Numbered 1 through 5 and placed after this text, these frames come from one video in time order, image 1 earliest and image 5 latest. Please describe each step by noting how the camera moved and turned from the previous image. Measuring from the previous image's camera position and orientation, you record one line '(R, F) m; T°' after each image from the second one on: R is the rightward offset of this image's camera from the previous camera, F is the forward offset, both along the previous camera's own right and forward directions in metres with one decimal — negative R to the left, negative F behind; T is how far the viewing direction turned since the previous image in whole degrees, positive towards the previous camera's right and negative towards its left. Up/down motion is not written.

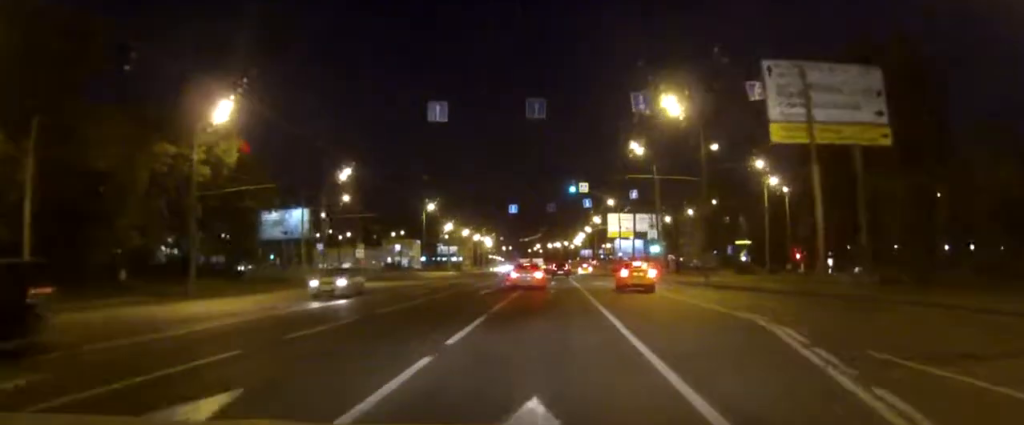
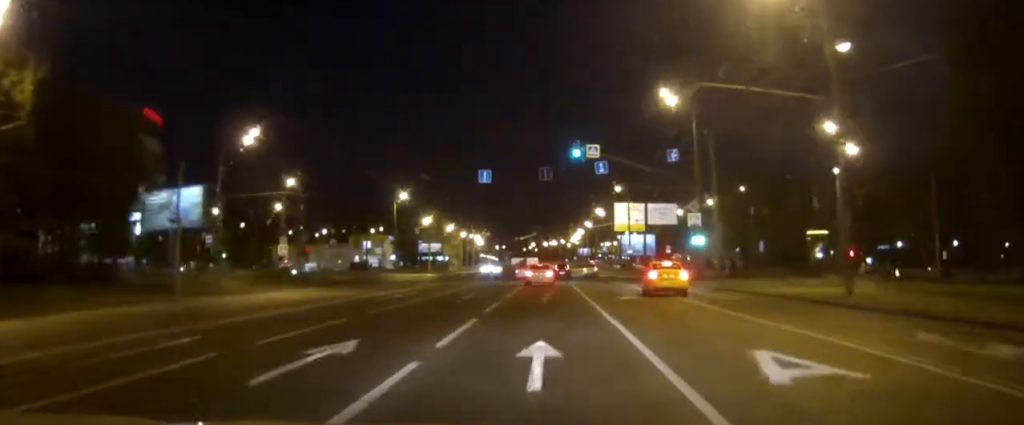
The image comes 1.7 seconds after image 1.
(-0.4, +24.6) m; -1°
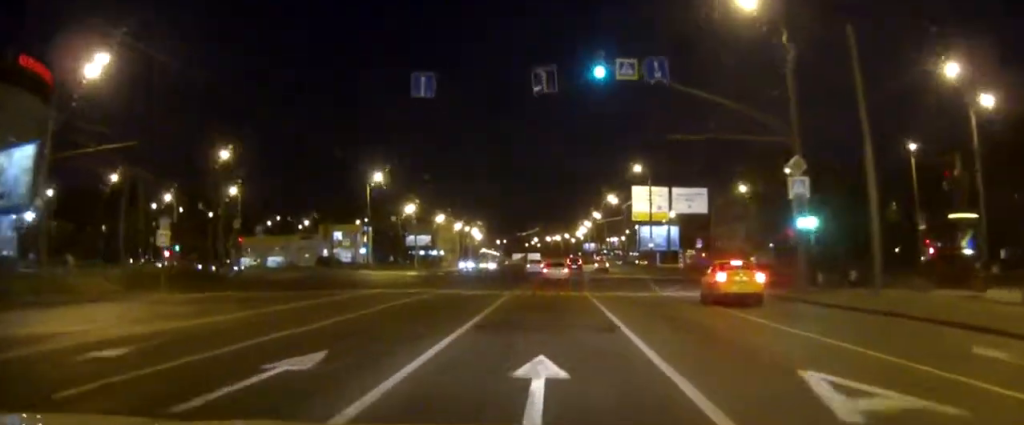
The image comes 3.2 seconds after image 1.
(+0.1, +21.8) m; 0°
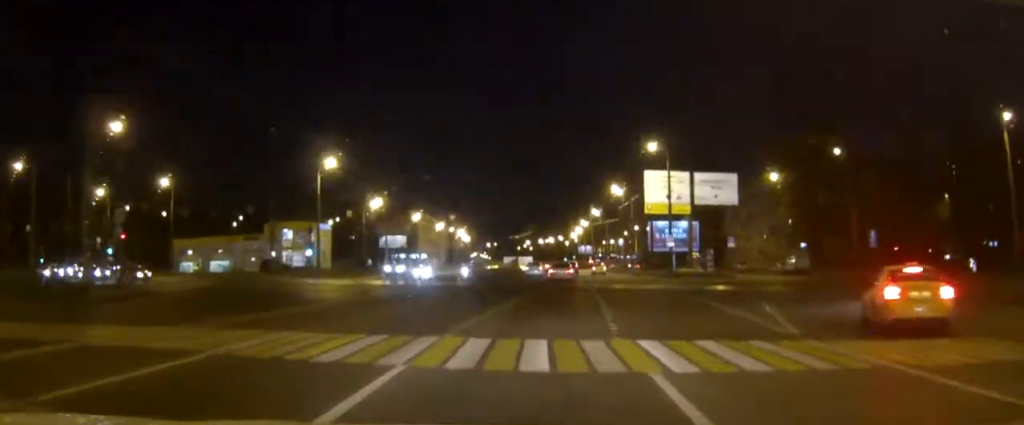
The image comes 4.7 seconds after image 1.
(-0.1, +20.8) m; 0°
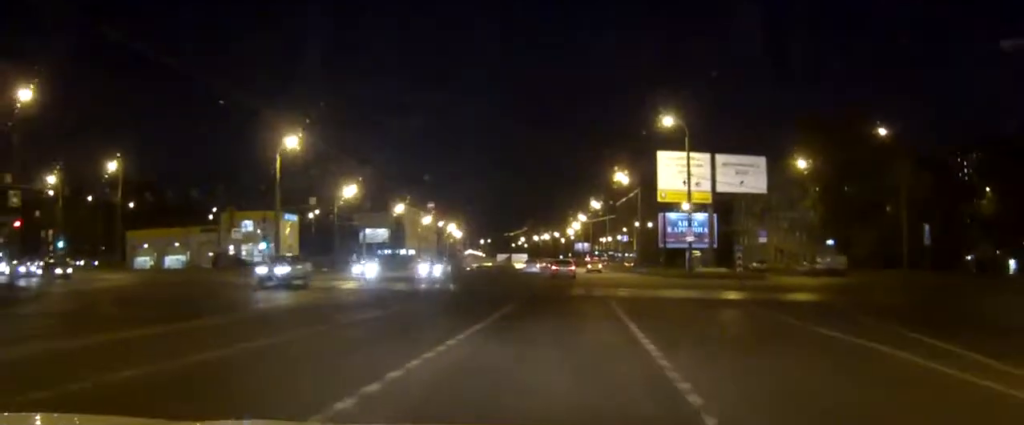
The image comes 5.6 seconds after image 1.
(+0.1, +13.0) m; +1°
